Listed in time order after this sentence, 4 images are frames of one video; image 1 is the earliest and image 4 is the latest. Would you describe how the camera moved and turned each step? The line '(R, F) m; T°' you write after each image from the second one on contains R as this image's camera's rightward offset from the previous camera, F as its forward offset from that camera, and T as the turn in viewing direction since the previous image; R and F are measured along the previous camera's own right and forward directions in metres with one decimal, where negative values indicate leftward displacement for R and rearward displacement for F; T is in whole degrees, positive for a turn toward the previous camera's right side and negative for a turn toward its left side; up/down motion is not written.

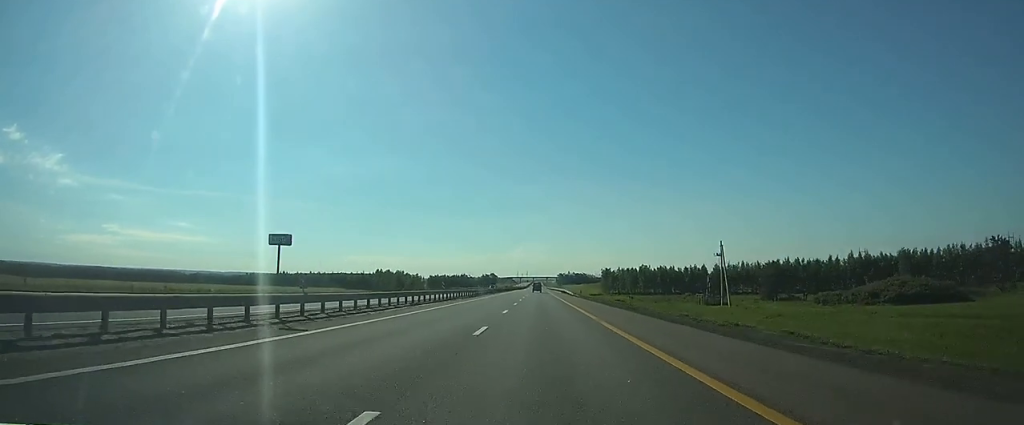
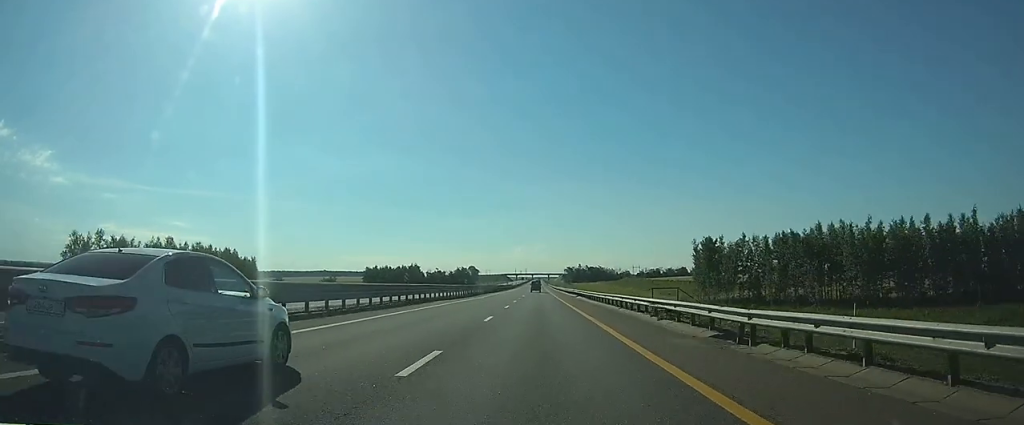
(0.0, +161.1) m; 0°
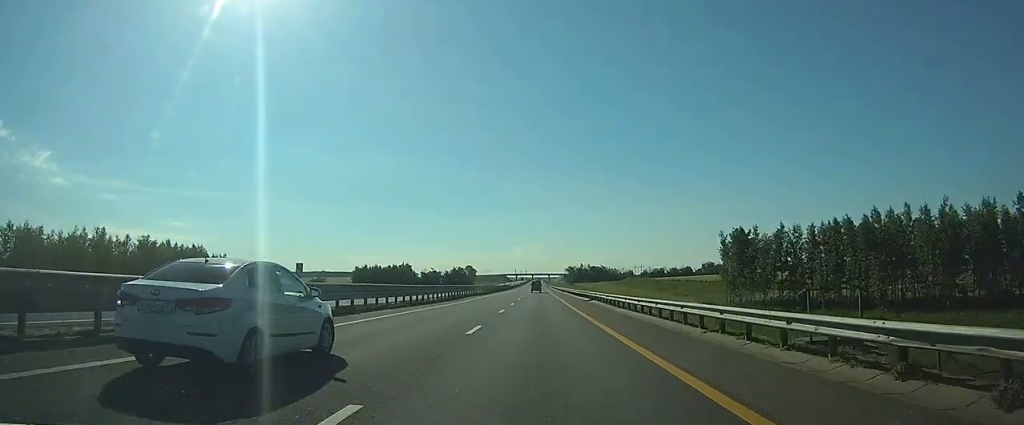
(0.0, +16.7) m; 0°
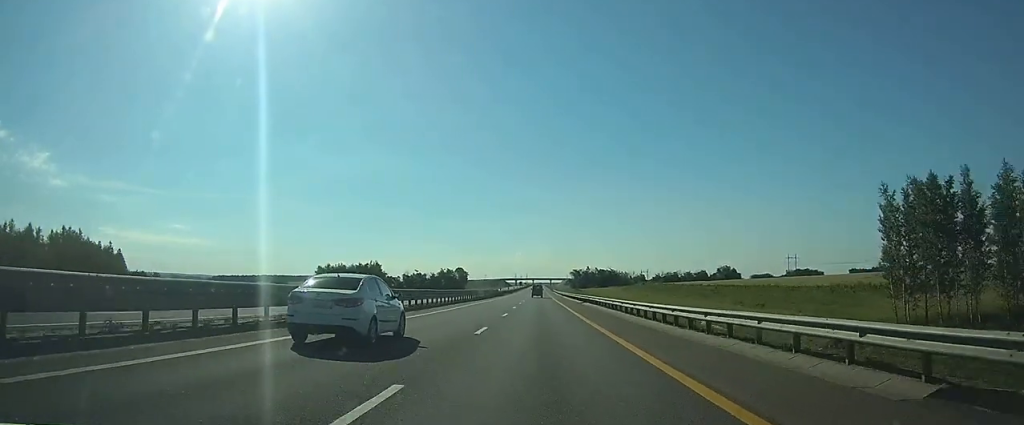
(0.0, +46.0) m; 0°
